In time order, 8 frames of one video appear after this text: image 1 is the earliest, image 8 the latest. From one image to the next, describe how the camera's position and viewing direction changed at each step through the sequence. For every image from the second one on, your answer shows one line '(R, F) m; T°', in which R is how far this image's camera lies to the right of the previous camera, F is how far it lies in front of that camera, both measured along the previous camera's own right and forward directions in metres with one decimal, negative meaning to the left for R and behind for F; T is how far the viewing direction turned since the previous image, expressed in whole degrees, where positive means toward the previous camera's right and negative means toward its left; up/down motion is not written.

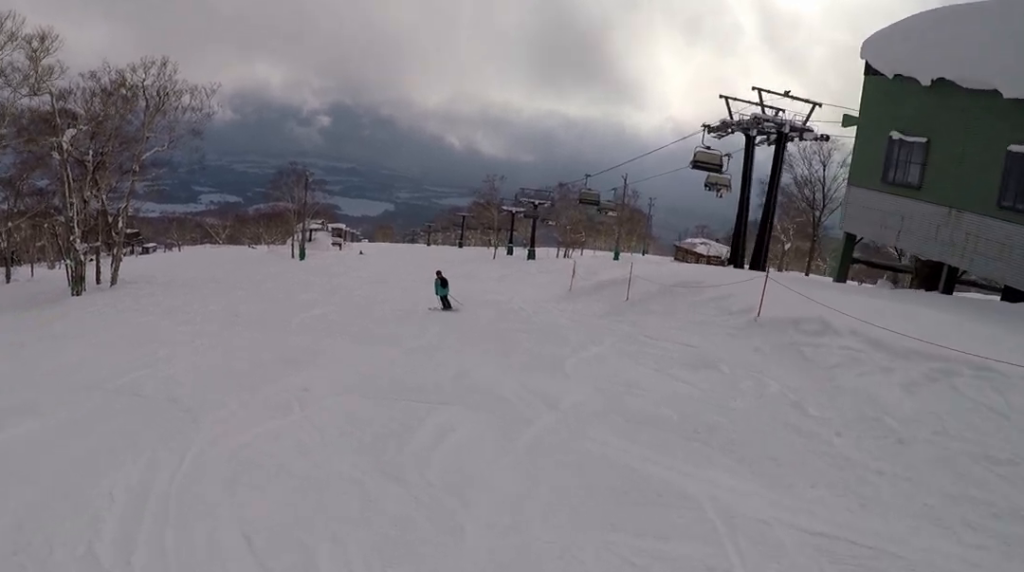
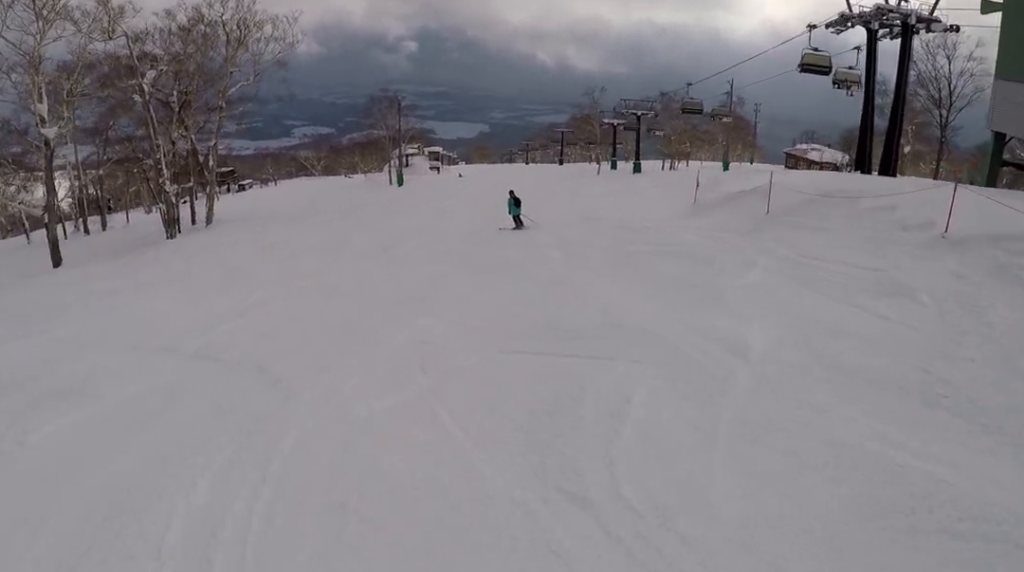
(+0.3, +2.1) m; +5°
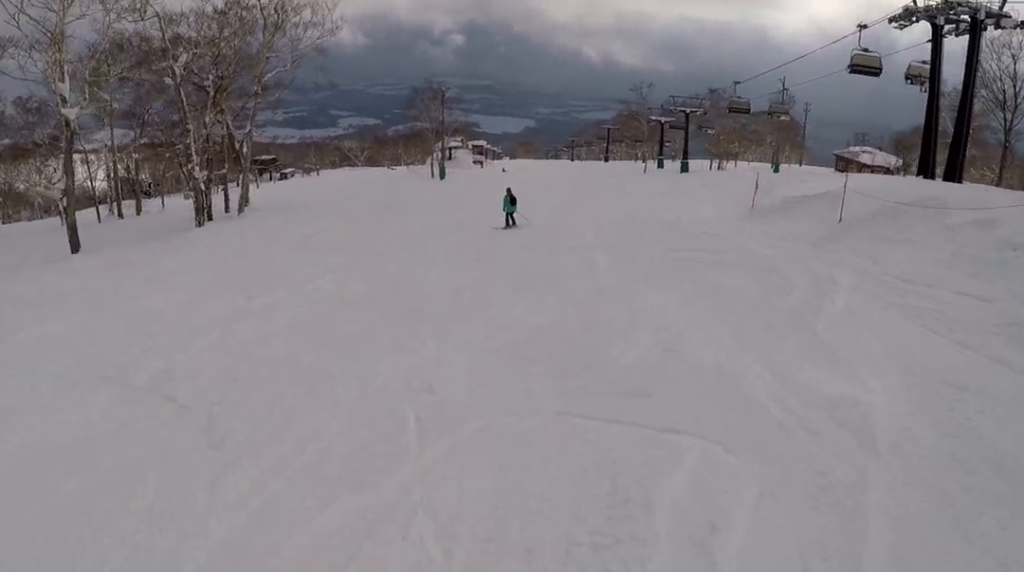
(+0.4, +2.1) m; +3°
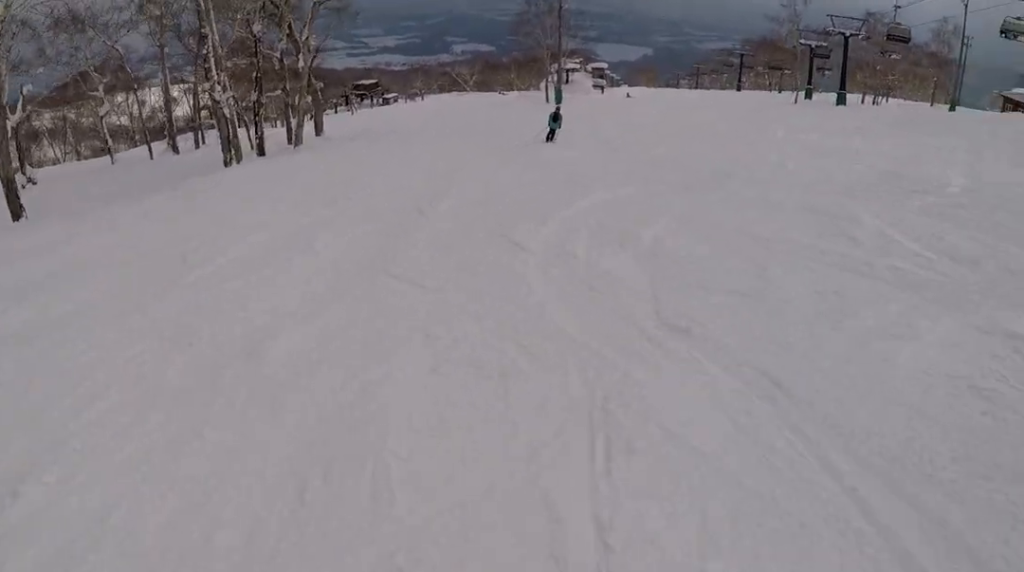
(-0.5, +11.7) m; +3°
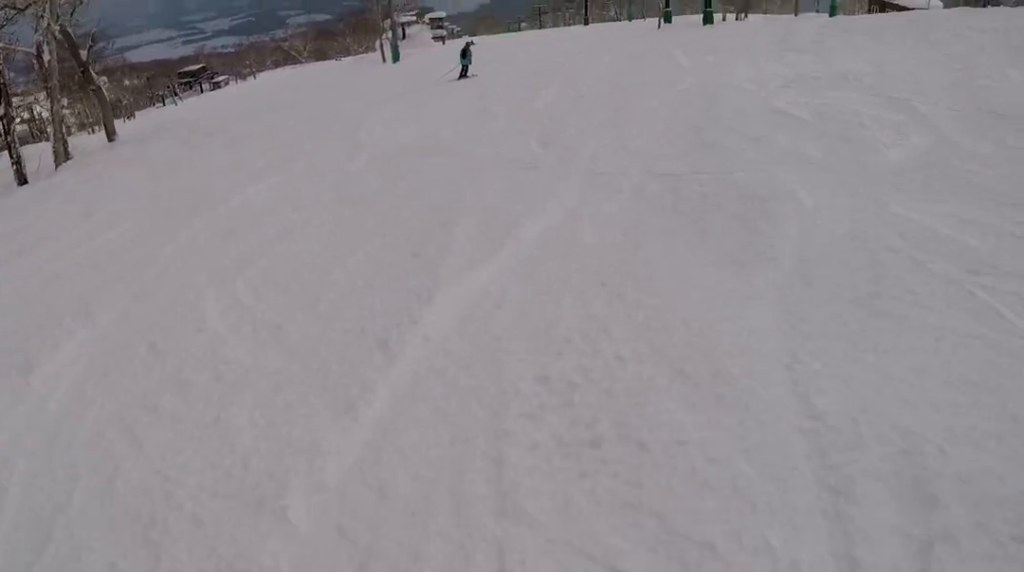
(+1.0, +8.5) m; +2°
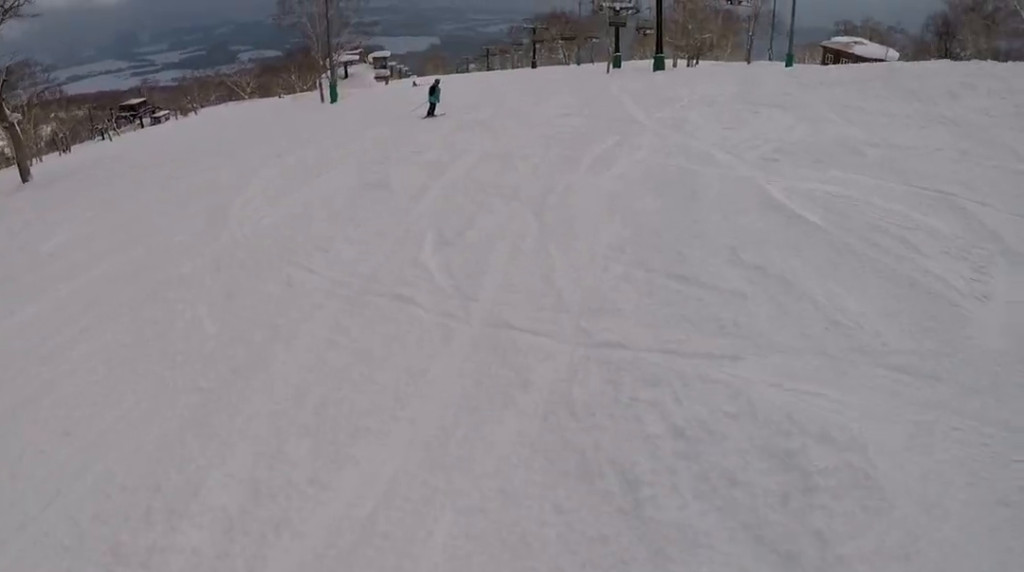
(-0.4, +3.2) m; 0°
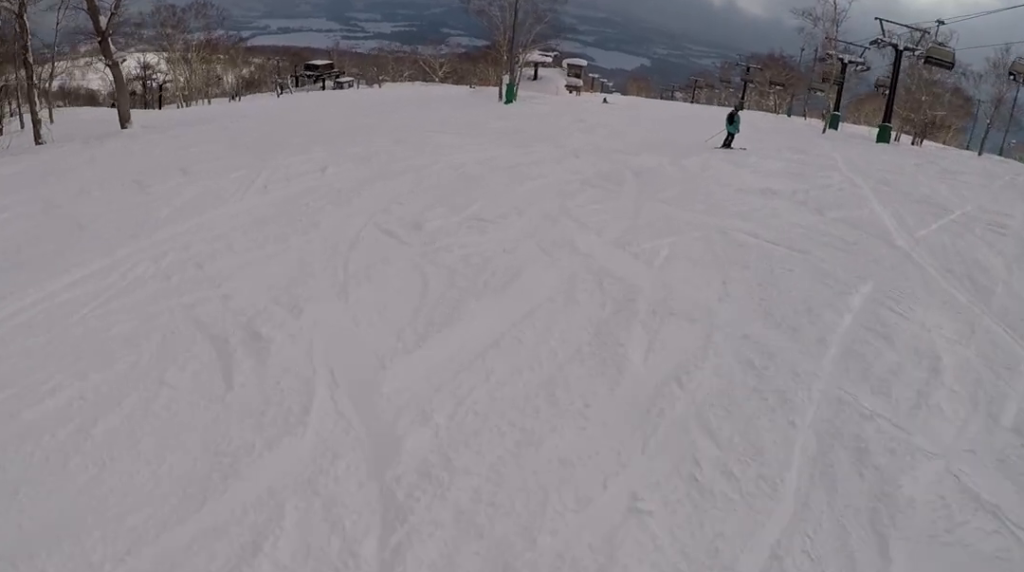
(-0.1, +8.3) m; +1°
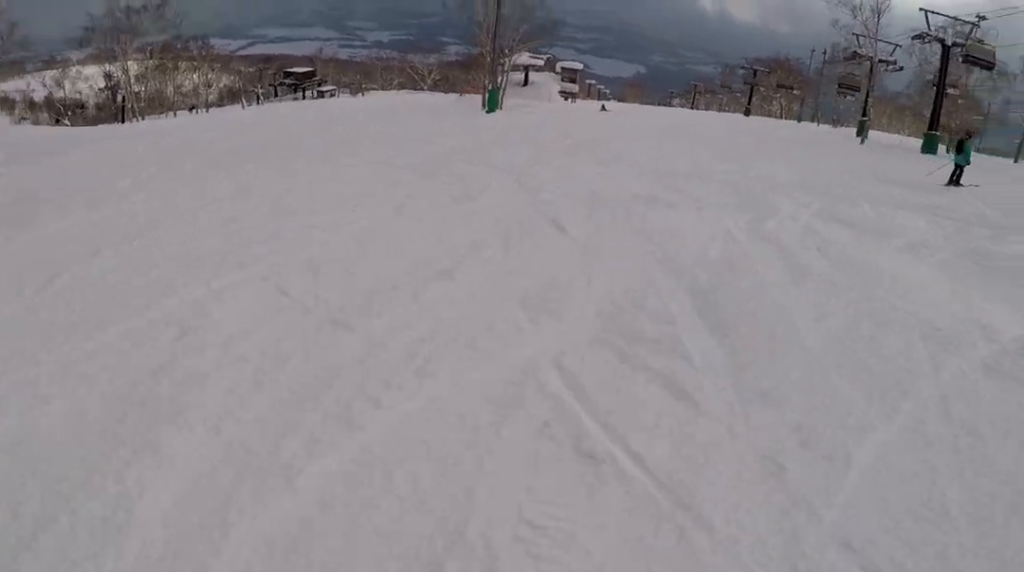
(-0.1, +9.0) m; +6°
